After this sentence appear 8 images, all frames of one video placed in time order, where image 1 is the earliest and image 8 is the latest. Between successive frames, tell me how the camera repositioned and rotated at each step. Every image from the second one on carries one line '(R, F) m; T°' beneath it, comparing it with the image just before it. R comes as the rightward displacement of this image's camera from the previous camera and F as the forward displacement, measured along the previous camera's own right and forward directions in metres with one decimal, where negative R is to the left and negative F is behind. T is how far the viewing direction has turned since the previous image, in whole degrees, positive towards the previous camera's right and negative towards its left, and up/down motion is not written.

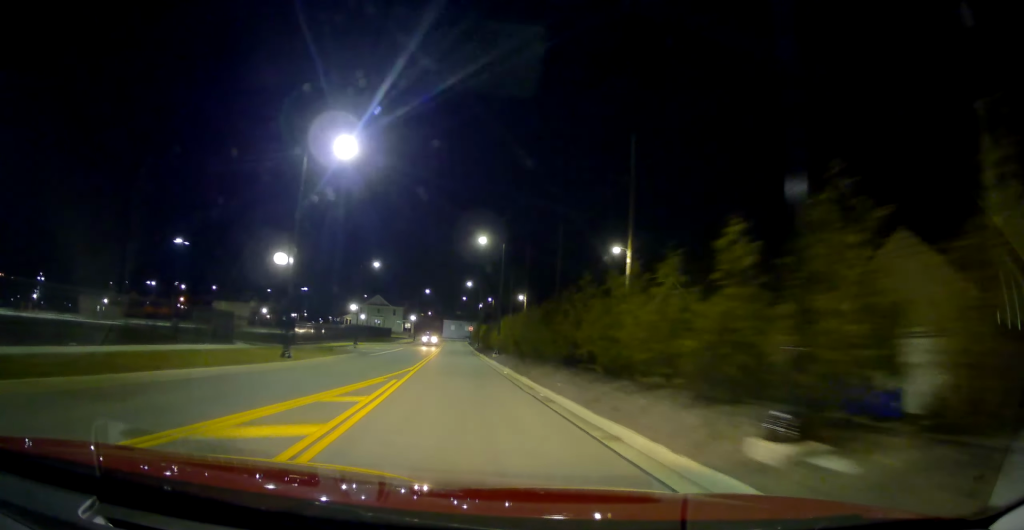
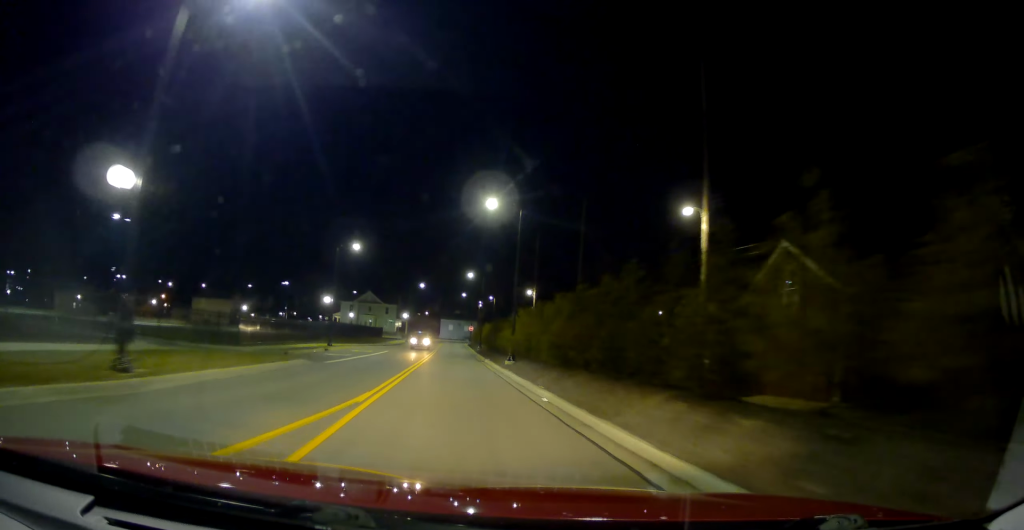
(0.0, +12.9) m; 0°
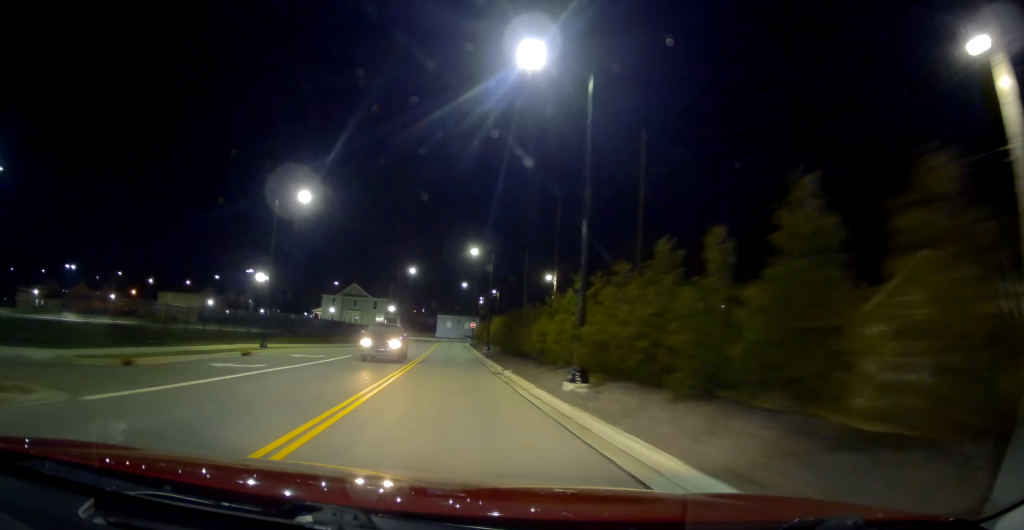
(0.0, +18.1) m; 0°
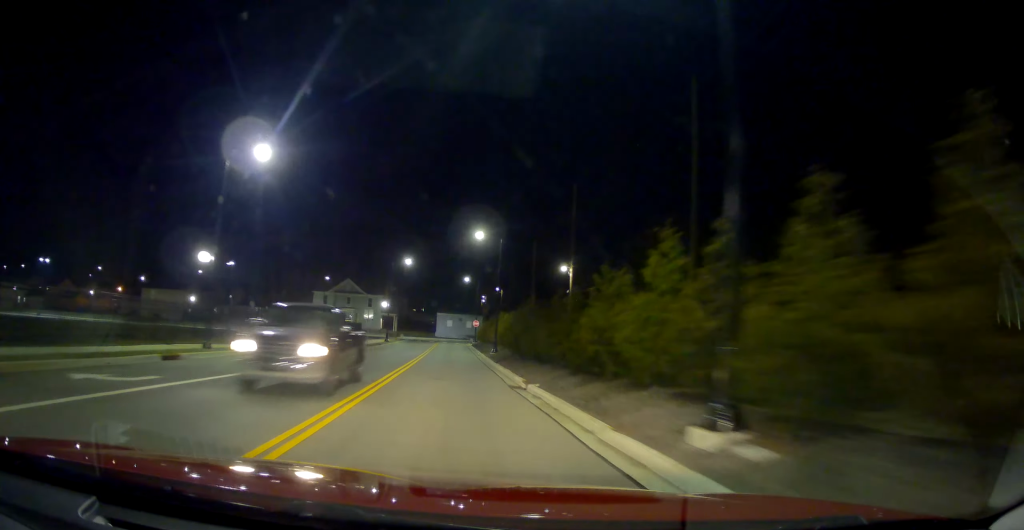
(0.0, +8.4) m; -1°
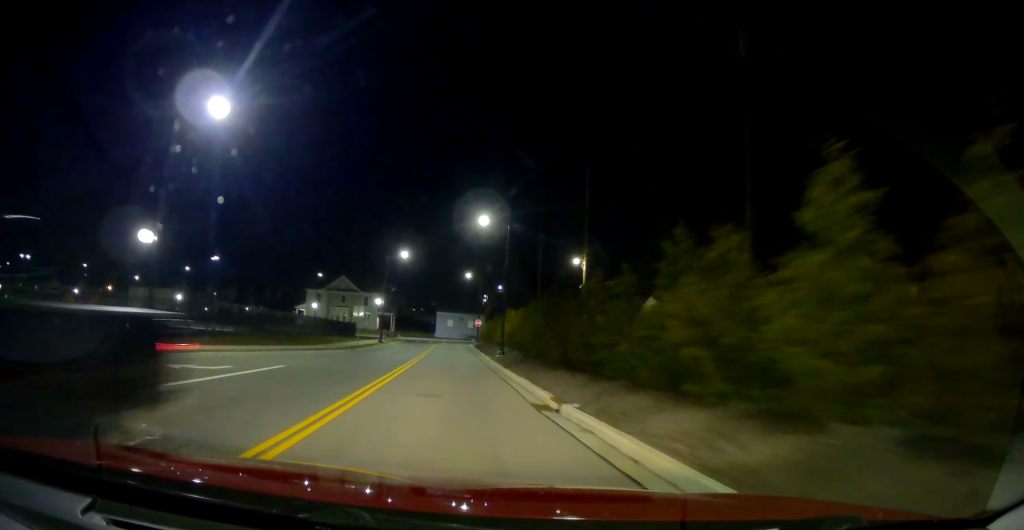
(+0.1, +5.7) m; -1°
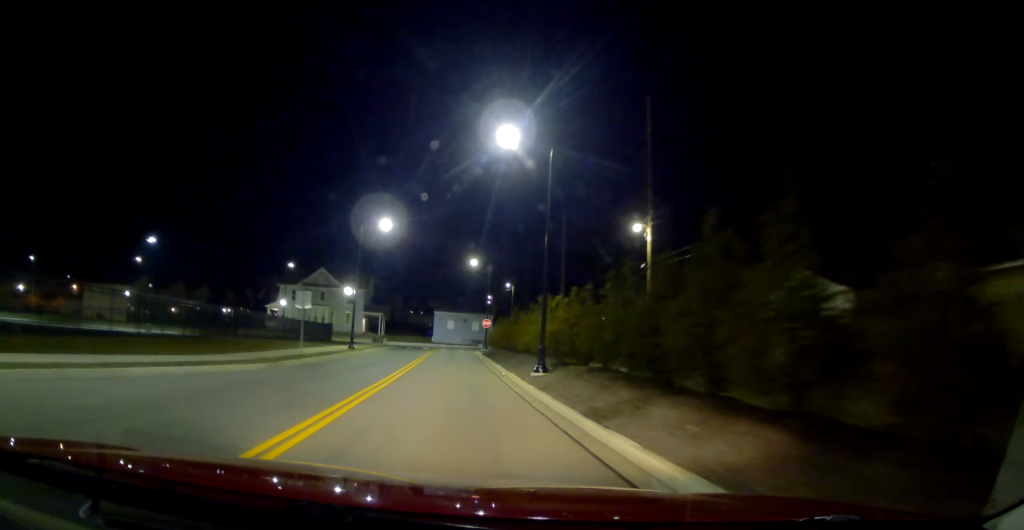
(-0.5, +17.1) m; 0°
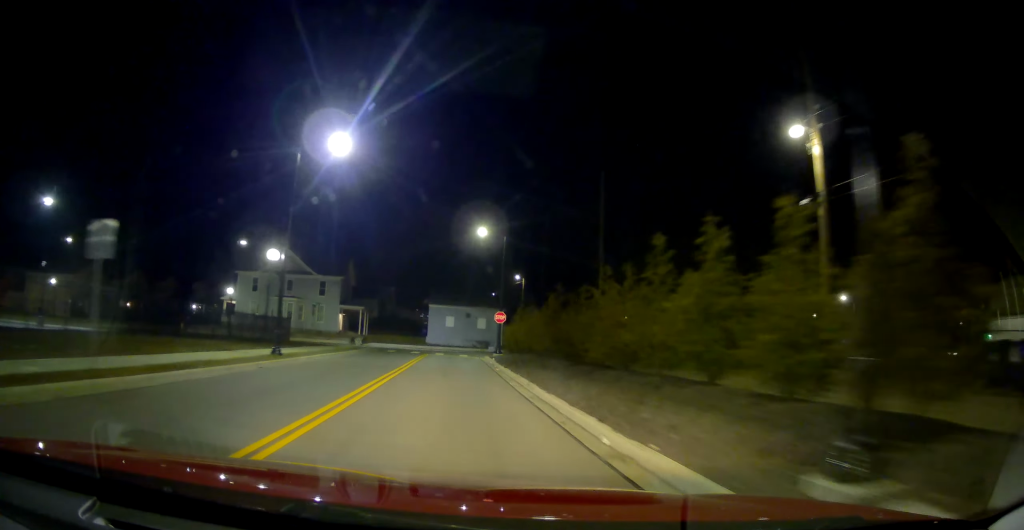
(+0.6, +16.9) m; +2°
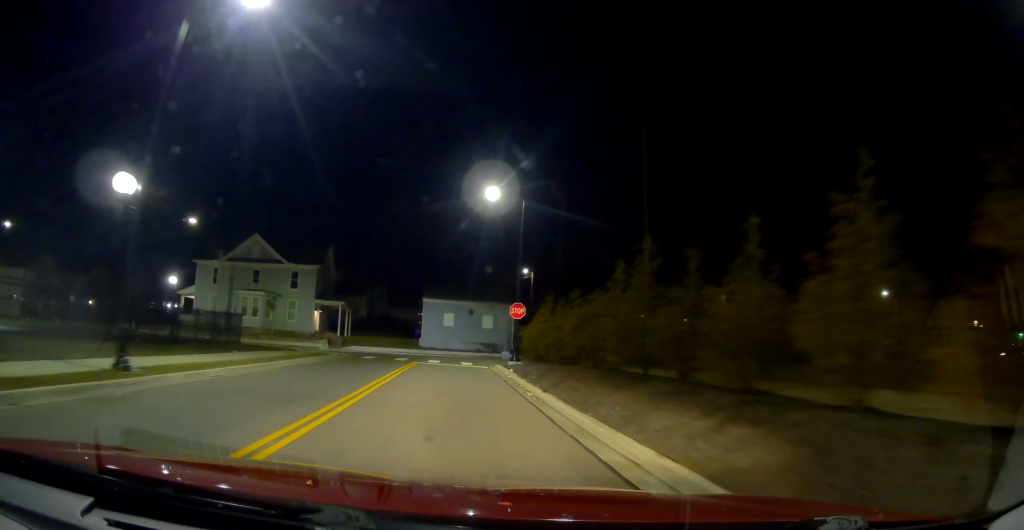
(0.0, +11.5) m; 0°
